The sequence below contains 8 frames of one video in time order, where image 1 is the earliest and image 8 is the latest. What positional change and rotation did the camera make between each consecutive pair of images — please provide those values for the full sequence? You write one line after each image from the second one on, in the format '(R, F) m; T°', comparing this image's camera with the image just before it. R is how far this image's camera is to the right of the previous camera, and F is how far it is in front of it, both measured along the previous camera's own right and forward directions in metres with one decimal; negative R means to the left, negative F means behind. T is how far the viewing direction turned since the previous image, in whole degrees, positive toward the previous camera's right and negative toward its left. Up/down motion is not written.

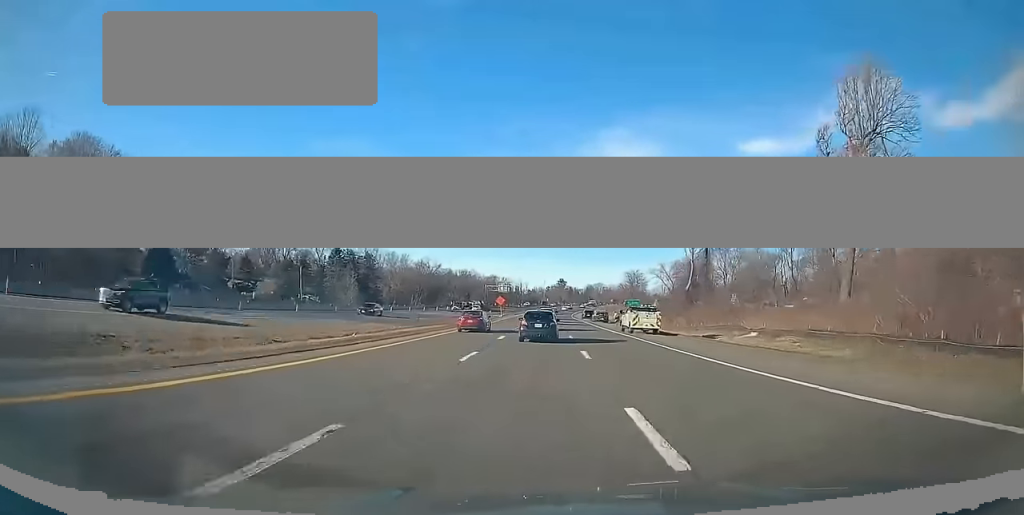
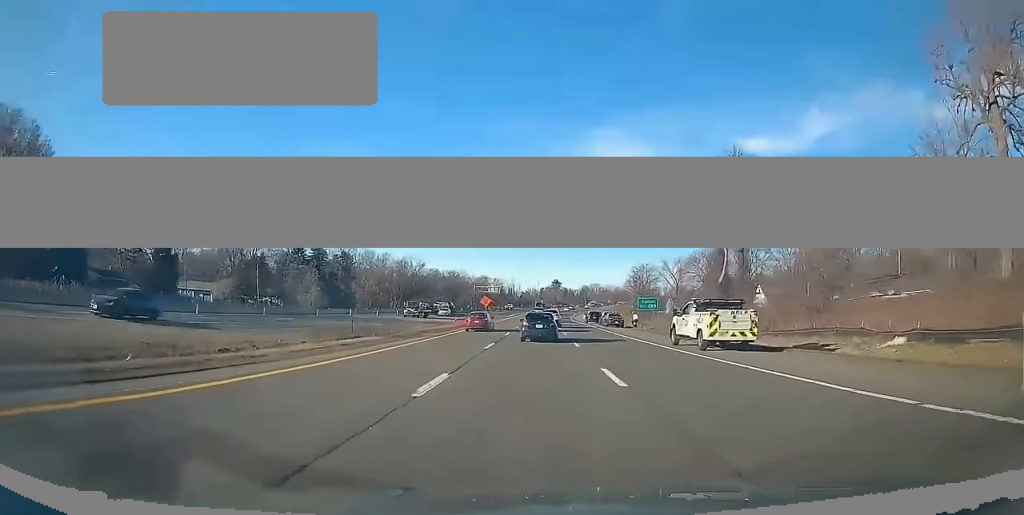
(-0.2, +19.3) m; 0°
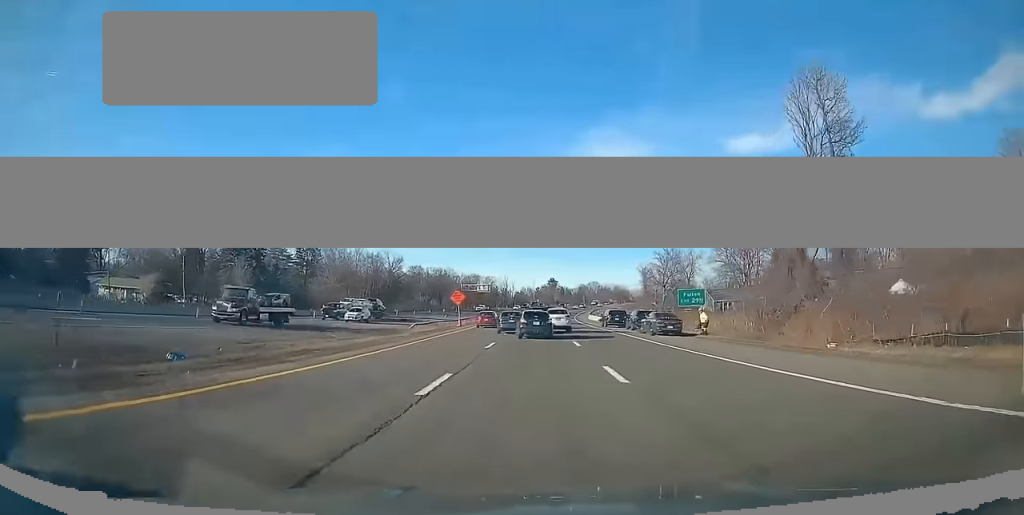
(+0.1, +25.7) m; +1°
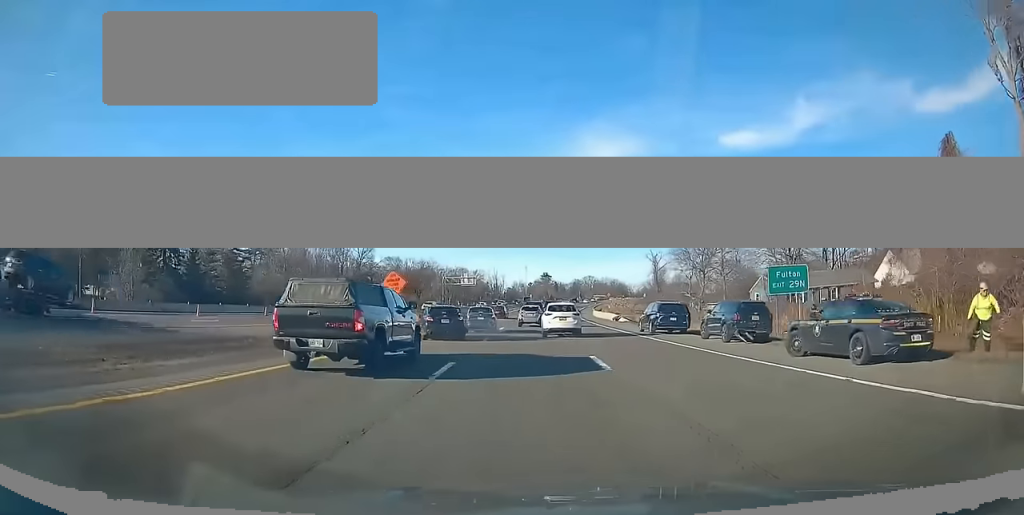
(+0.4, +24.4) m; +1°
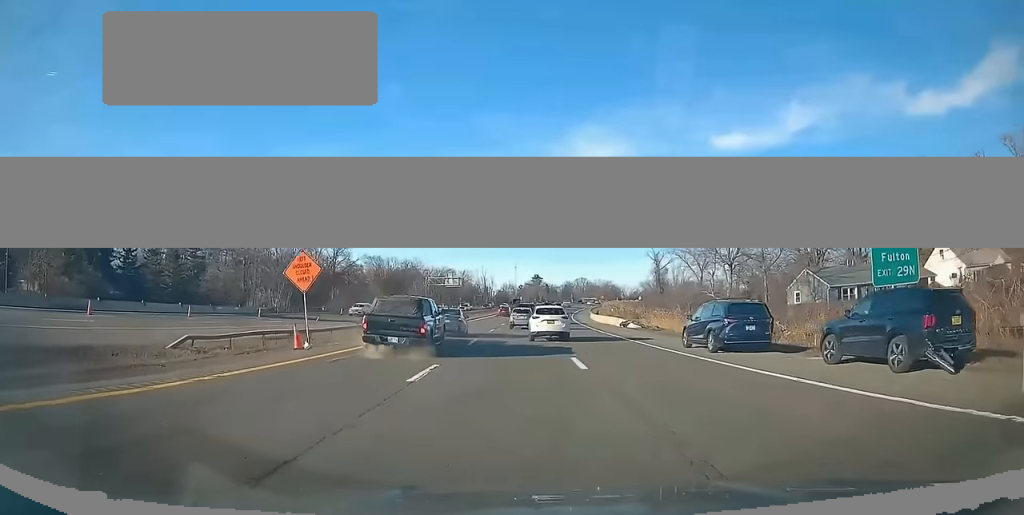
(0.0, +14.5) m; 0°
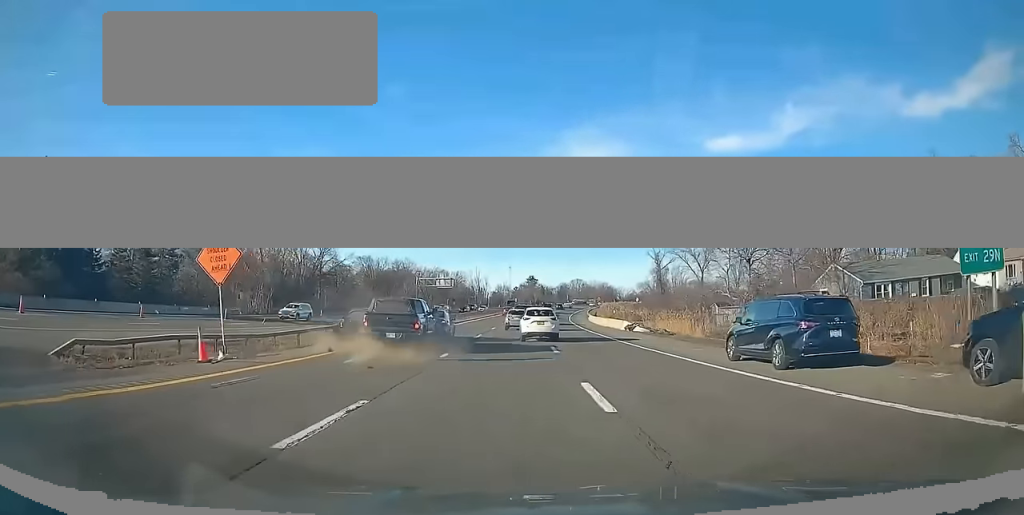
(0.0, +6.9) m; 0°
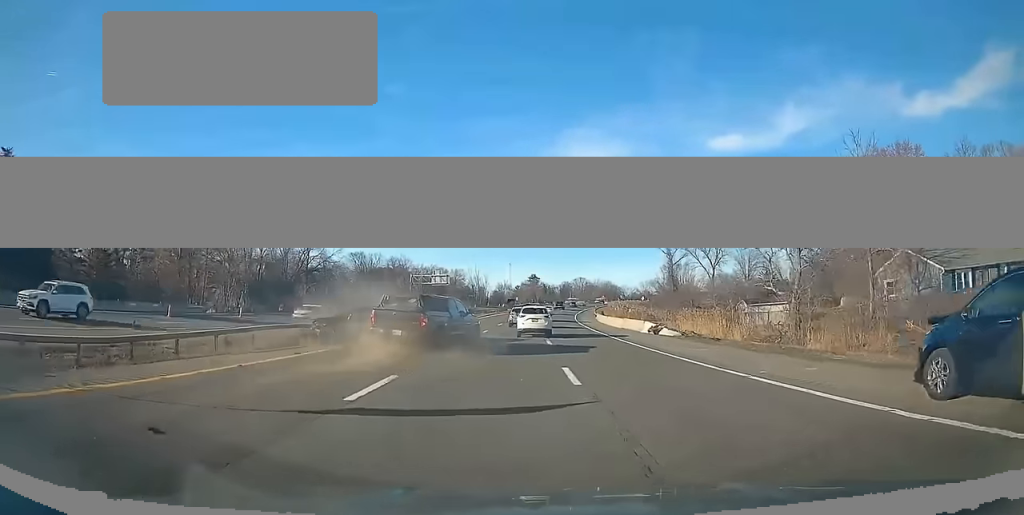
(0.0, +9.5) m; +1°
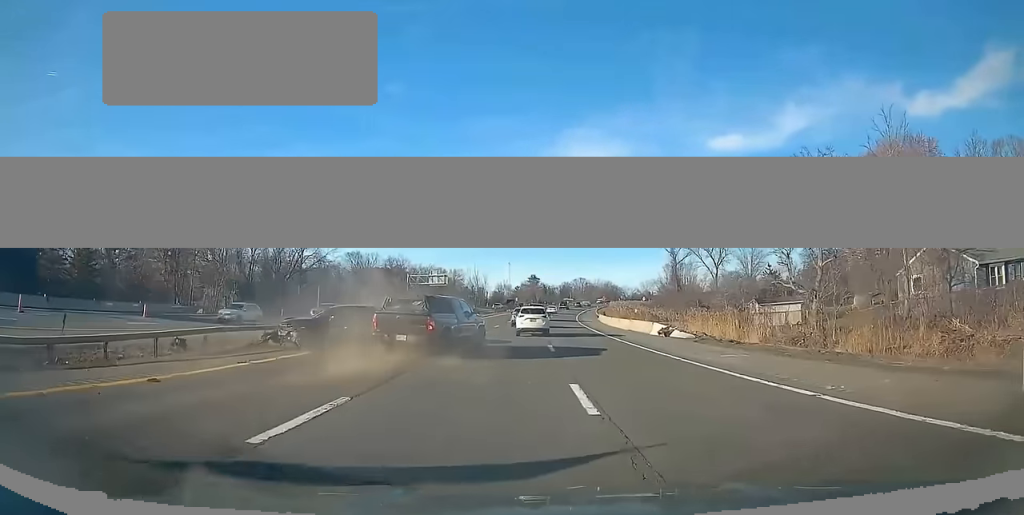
(+0.1, +3.5) m; 0°
